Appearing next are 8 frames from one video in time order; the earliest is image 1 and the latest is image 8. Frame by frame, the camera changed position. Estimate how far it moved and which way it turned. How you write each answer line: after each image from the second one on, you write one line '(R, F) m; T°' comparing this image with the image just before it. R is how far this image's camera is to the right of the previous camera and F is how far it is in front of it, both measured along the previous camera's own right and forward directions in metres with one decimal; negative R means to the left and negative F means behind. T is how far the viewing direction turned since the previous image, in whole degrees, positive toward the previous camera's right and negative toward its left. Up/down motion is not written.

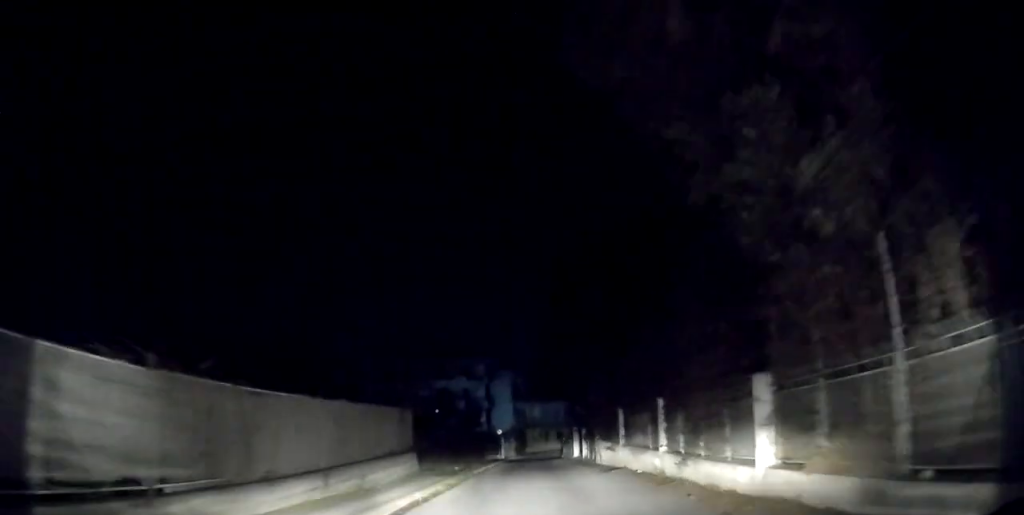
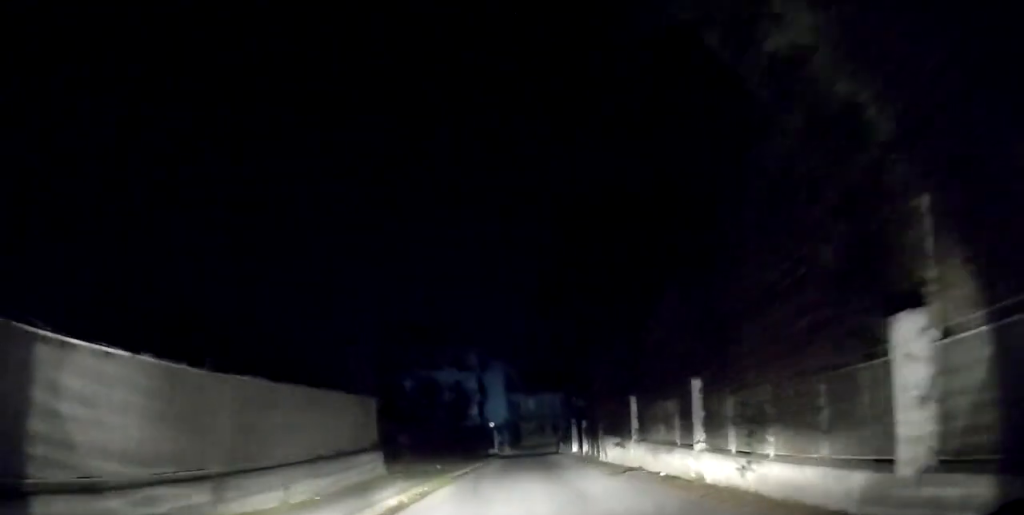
(0.0, +3.3) m; -1°
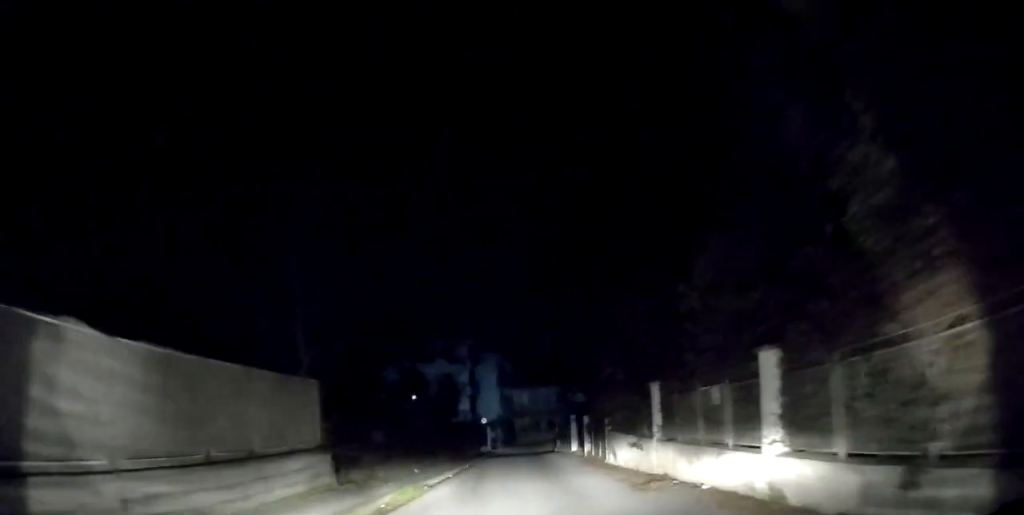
(+0.1, +3.3) m; -1°
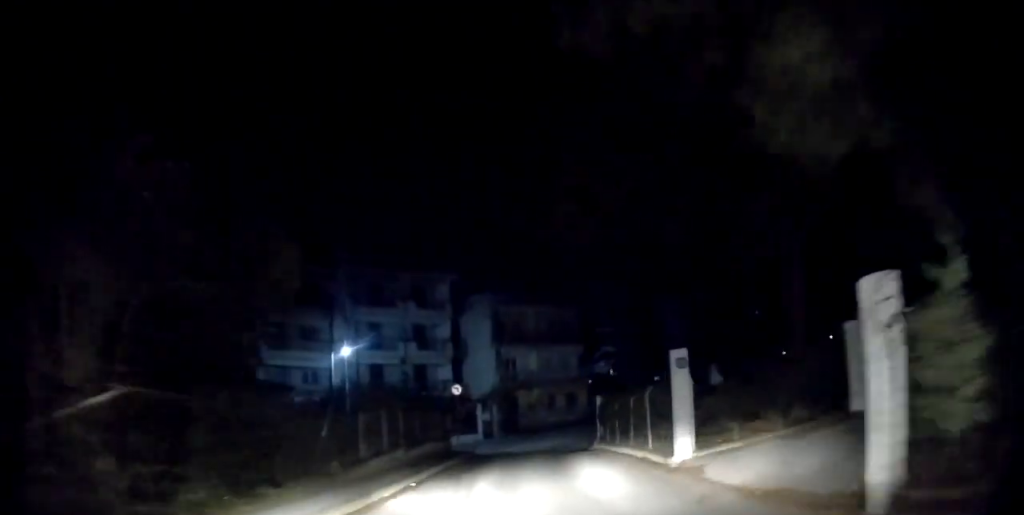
(+1.1, +21.3) m; +3°
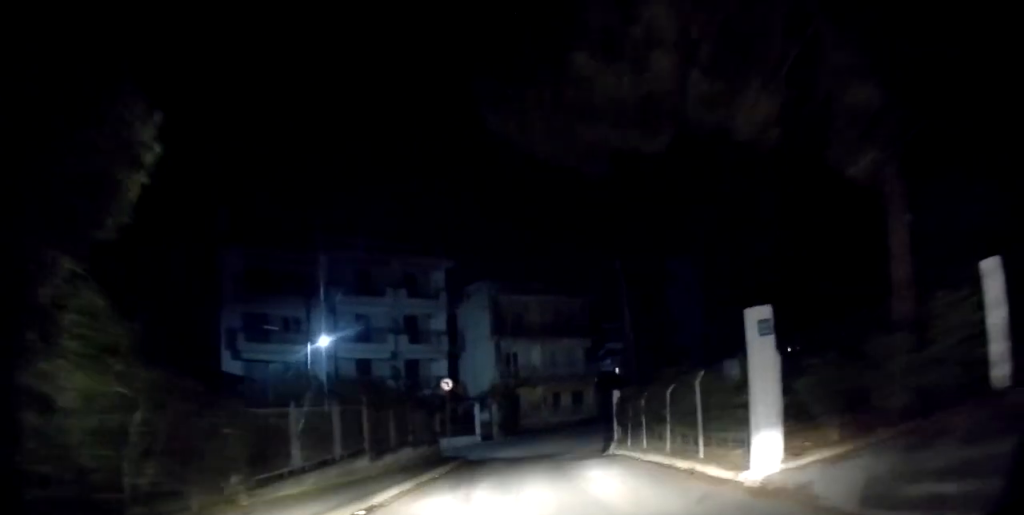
(-0.4, +3.8) m; -2°
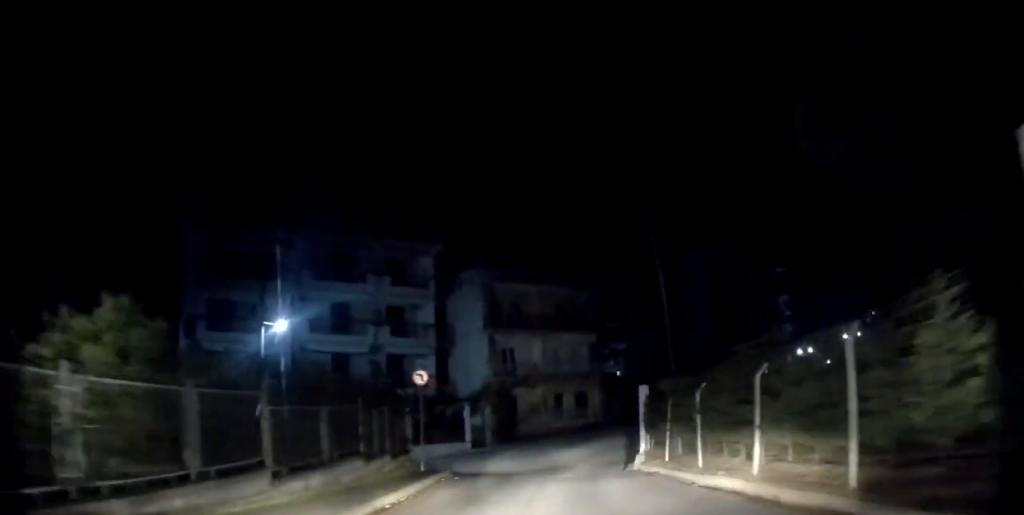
(0.0, +5.2) m; 0°
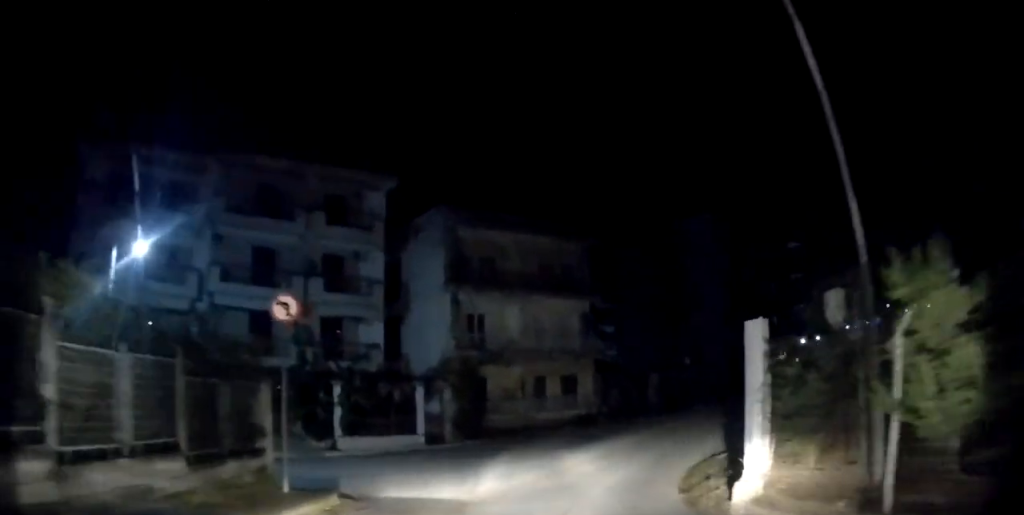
(+0.3, +8.8) m; +6°
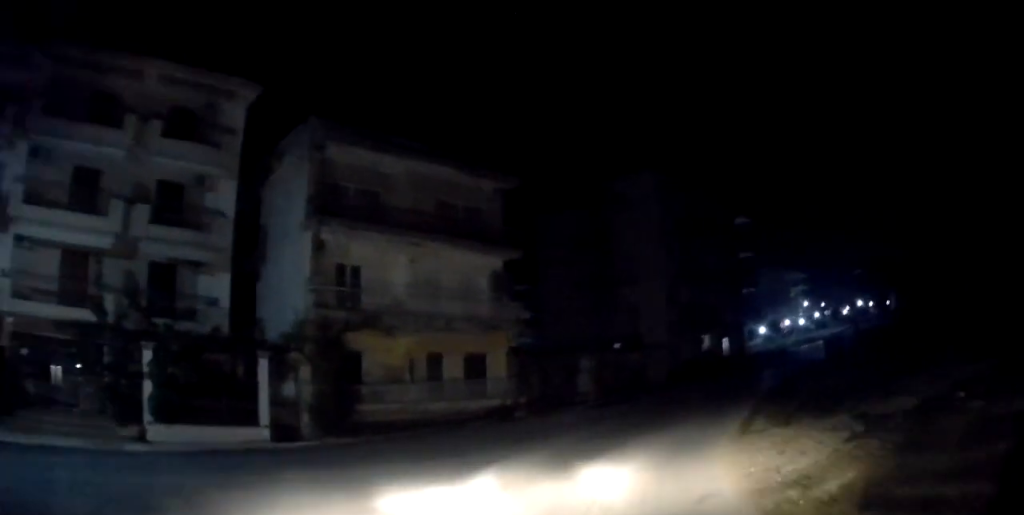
(+0.6, +8.0) m; +10°
